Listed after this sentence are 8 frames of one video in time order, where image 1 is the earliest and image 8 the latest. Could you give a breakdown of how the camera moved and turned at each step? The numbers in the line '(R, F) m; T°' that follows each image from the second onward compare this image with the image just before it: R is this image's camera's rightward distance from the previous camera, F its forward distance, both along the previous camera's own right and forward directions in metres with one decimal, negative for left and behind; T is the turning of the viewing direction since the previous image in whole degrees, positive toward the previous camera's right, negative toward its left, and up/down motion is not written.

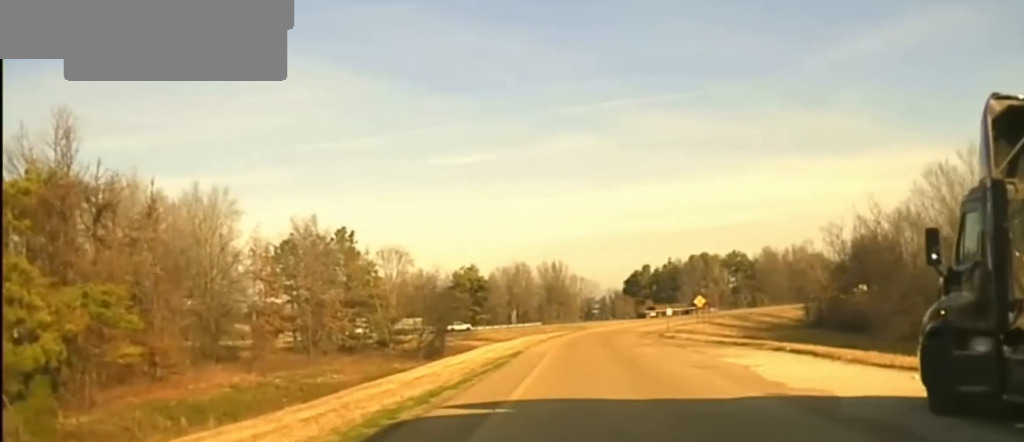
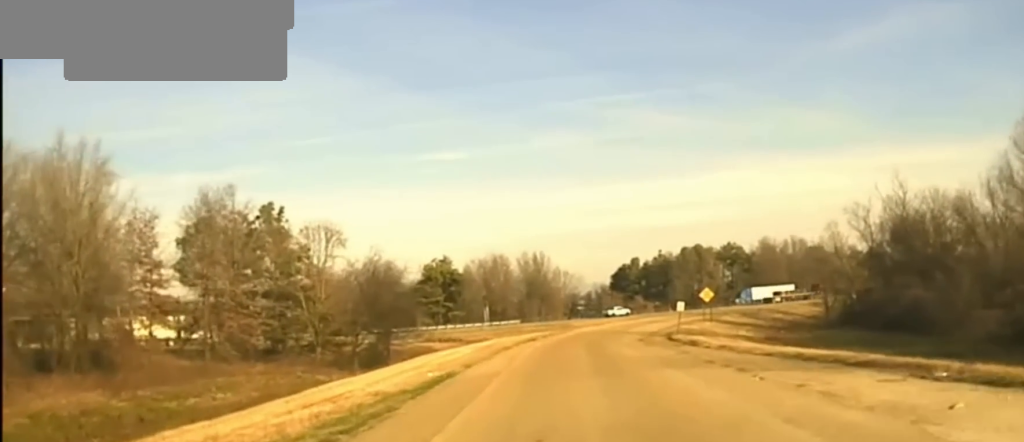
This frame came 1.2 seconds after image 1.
(+0.2, +26.2) m; +1°
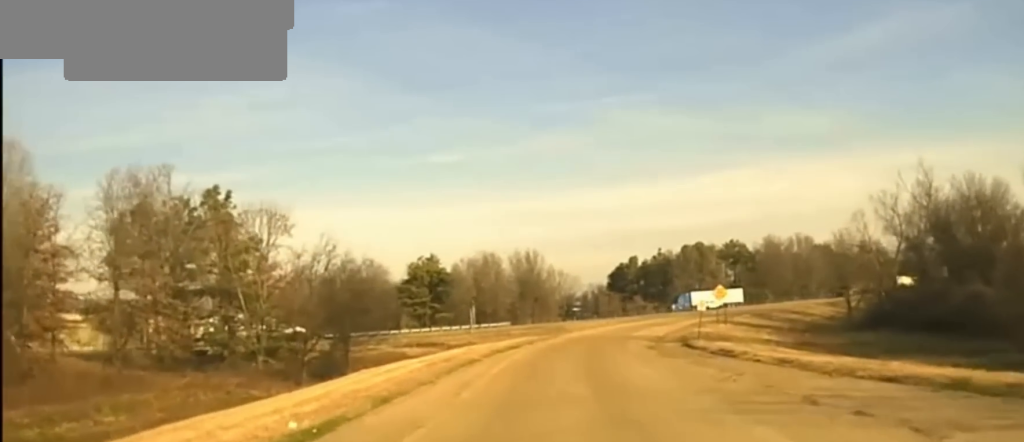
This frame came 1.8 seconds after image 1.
(+0.1, +14.5) m; +1°
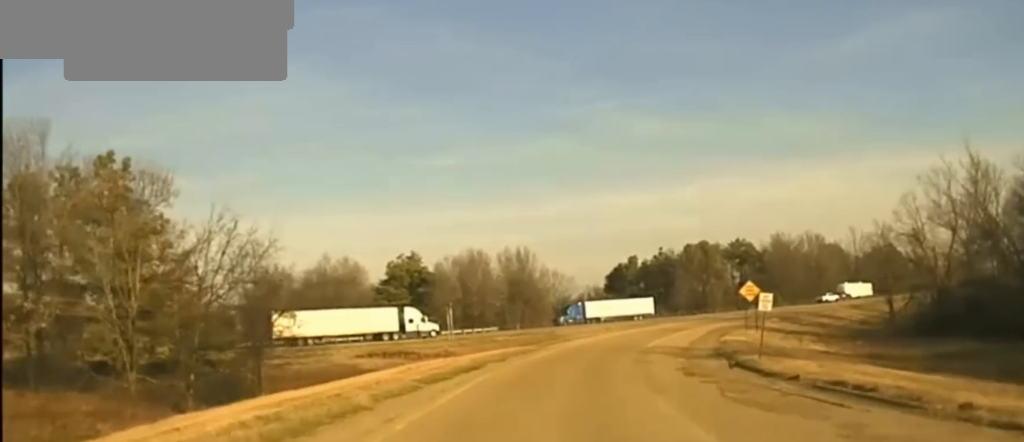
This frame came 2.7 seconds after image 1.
(+0.3, +20.0) m; +2°
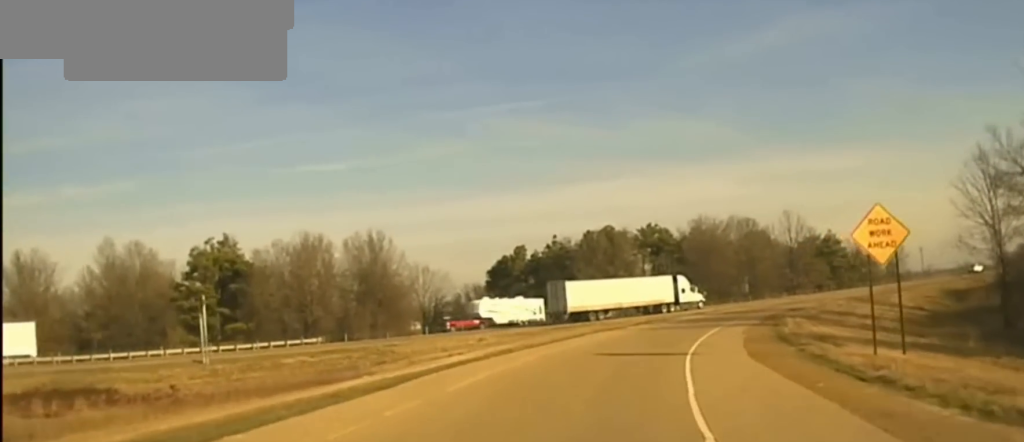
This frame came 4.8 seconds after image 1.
(+2.2, +44.8) m; +7°
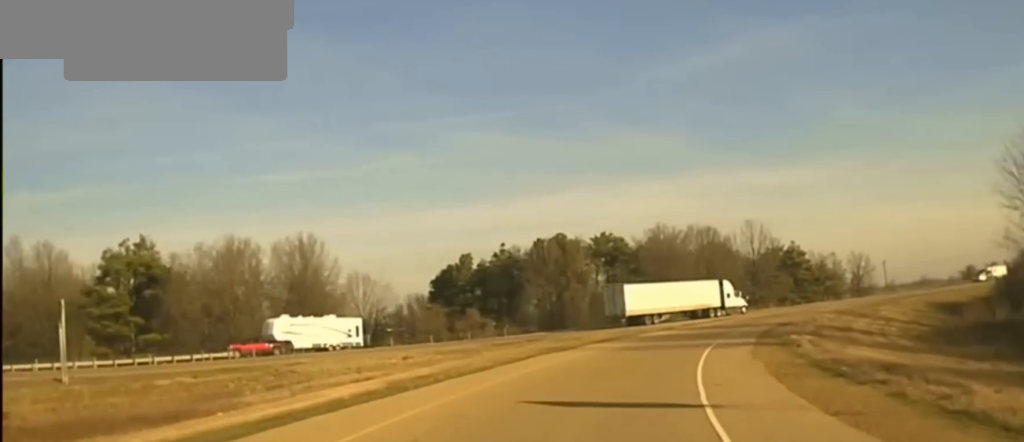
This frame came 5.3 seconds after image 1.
(+0.2, +10.4) m; +3°
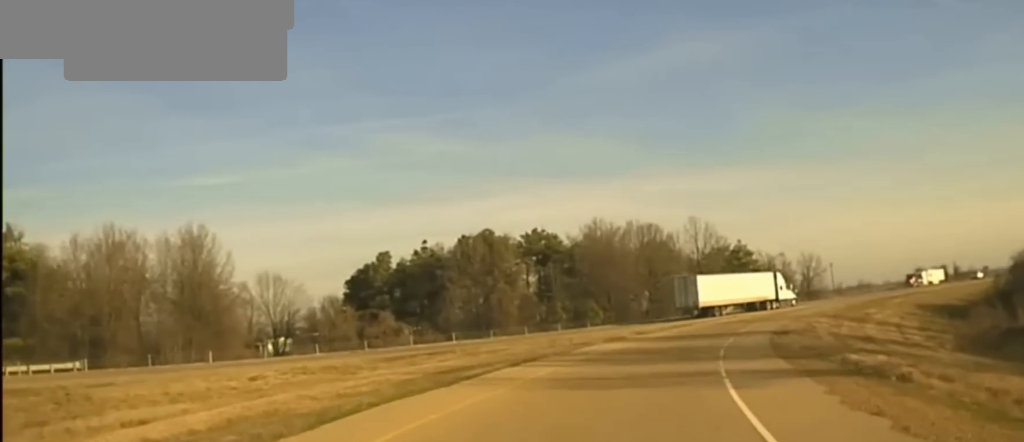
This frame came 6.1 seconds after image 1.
(+0.2, +13.0) m; +4°
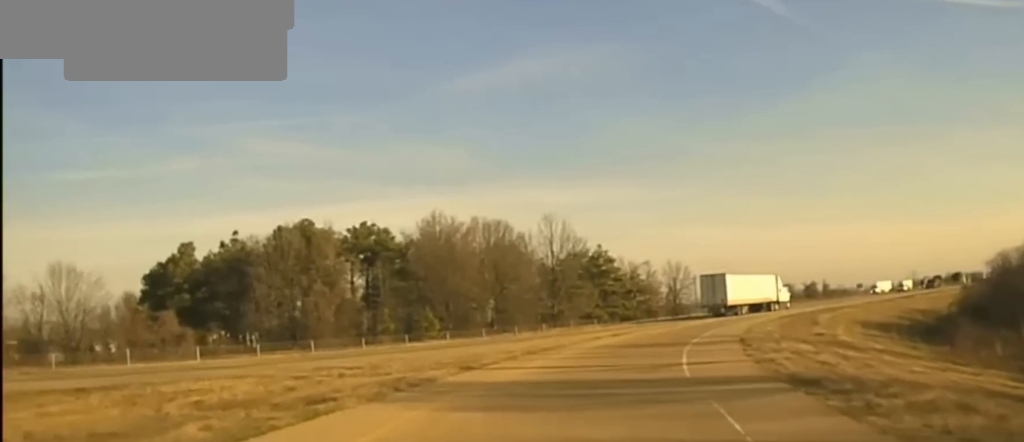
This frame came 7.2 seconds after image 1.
(+1.6, +23.4) m; +9°
